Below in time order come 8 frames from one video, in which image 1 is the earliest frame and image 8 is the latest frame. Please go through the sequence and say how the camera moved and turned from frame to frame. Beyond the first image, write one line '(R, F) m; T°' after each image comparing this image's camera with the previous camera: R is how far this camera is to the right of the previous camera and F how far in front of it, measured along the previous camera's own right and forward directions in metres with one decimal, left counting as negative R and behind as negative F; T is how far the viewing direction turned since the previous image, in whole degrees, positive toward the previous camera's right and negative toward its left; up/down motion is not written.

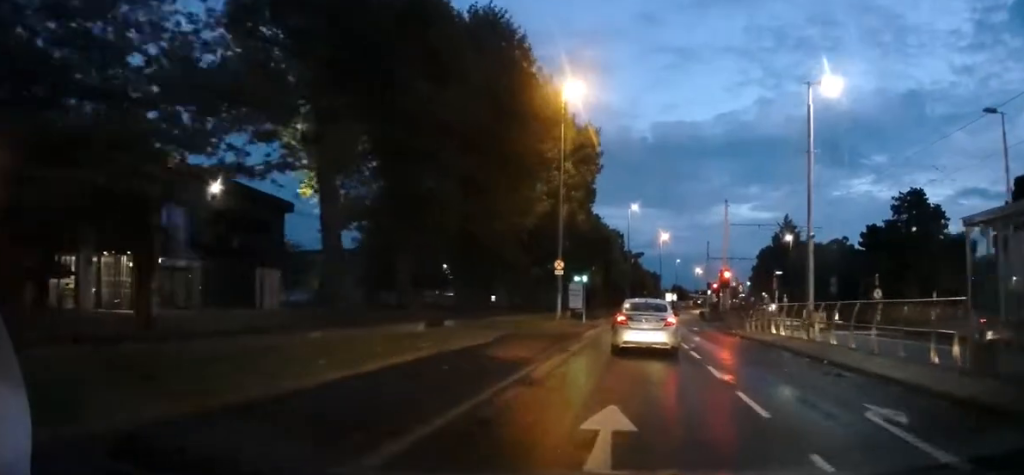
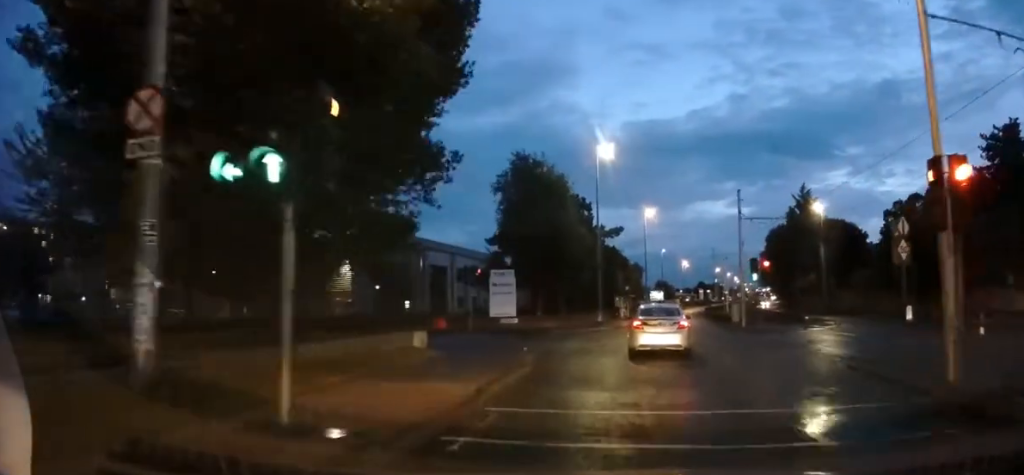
(-0.7, +30.5) m; +1°
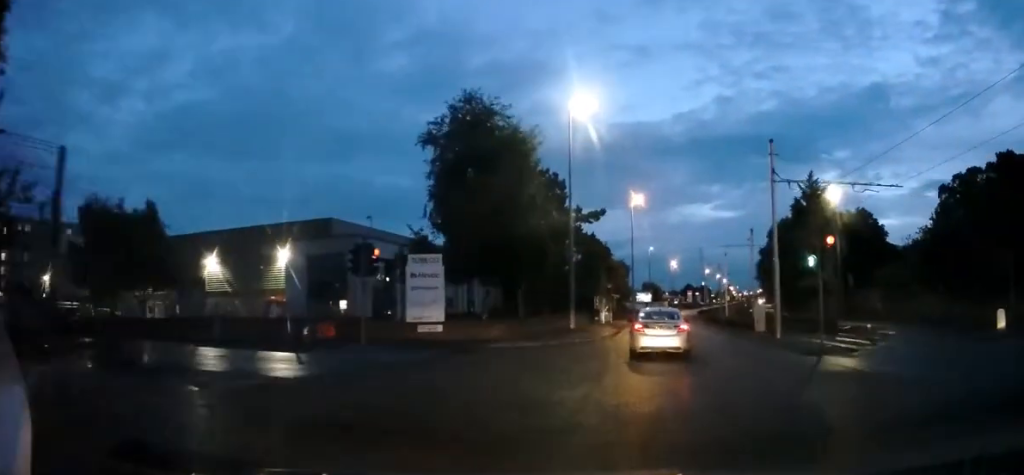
(+0.3, +12.4) m; +2°
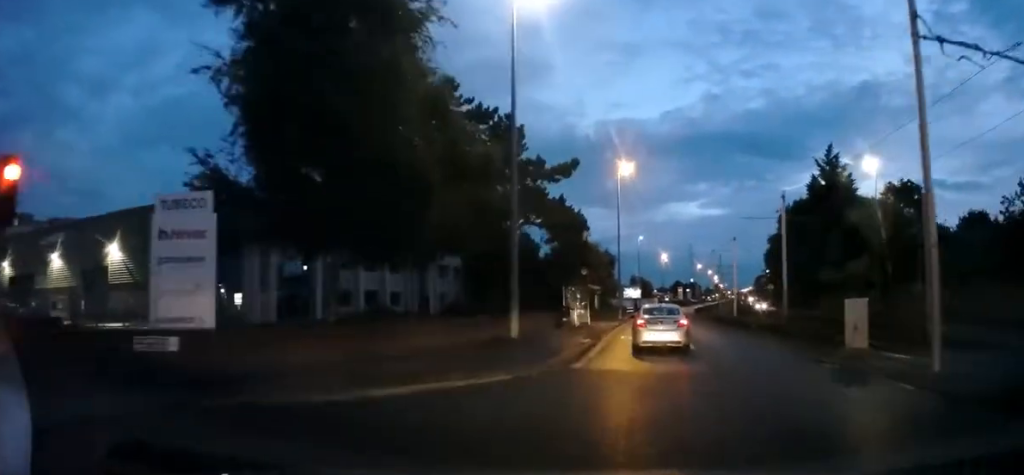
(0.0, +14.9) m; 0°
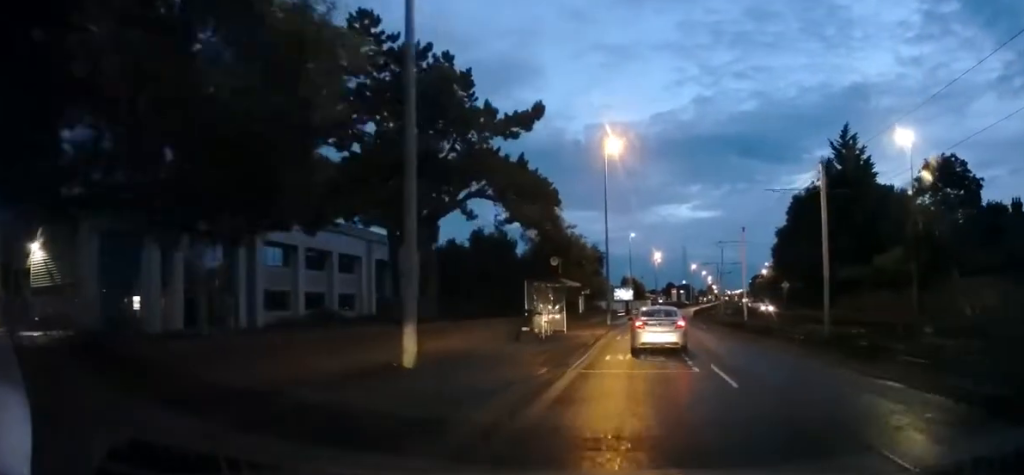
(0.0, +9.8) m; +2°
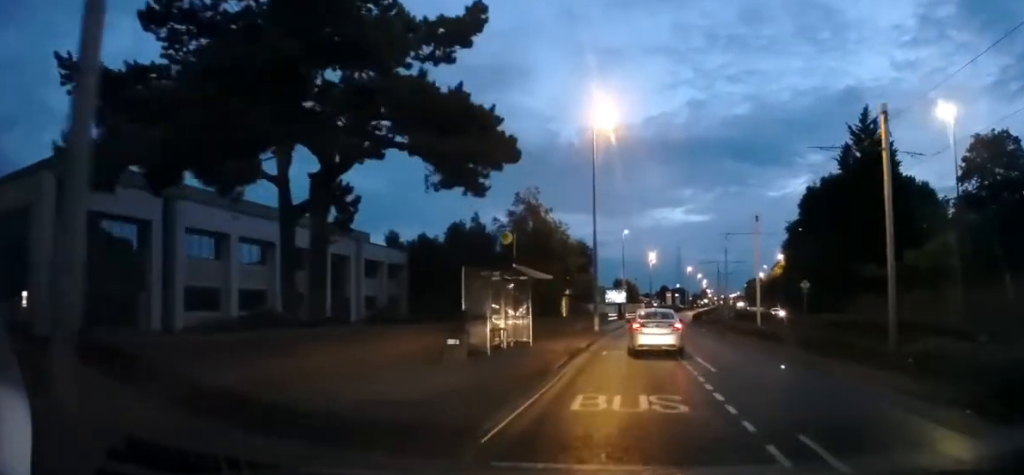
(0.0, +8.2) m; +1°
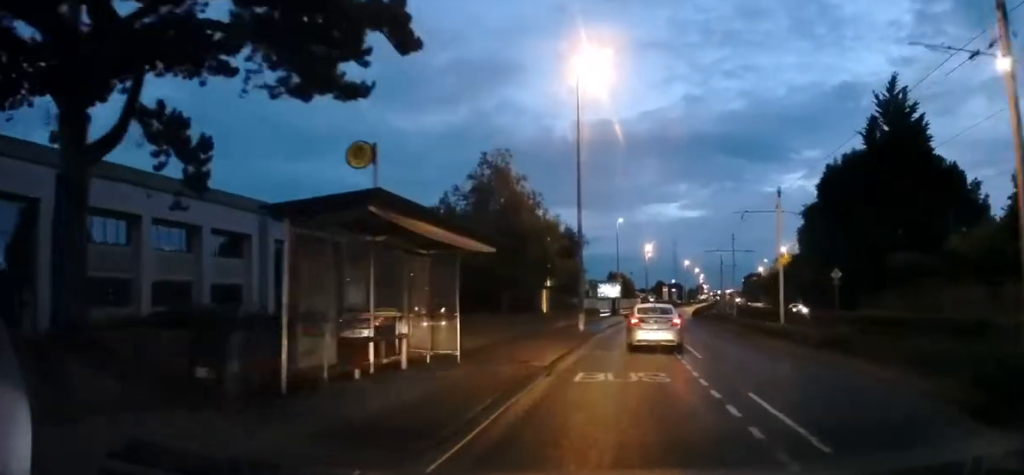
(+0.4, +8.3) m; -1°
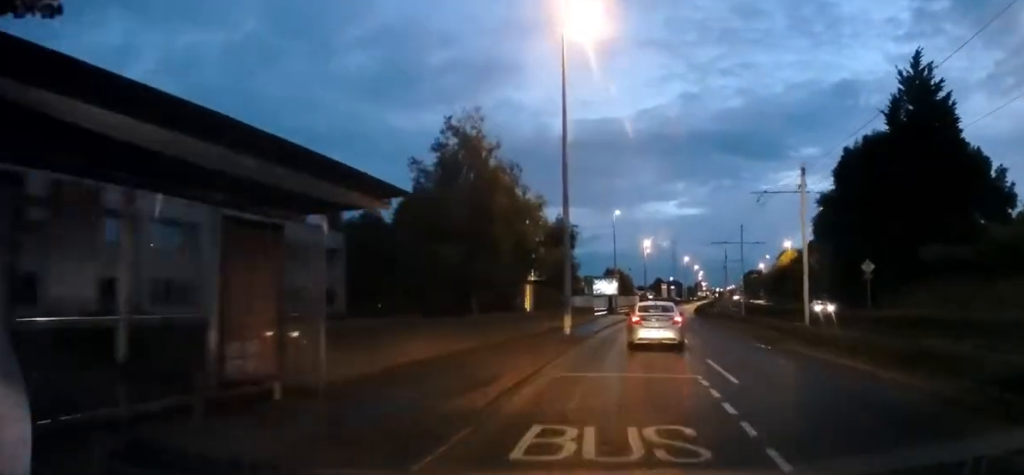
(-0.1, +5.7) m; 0°
